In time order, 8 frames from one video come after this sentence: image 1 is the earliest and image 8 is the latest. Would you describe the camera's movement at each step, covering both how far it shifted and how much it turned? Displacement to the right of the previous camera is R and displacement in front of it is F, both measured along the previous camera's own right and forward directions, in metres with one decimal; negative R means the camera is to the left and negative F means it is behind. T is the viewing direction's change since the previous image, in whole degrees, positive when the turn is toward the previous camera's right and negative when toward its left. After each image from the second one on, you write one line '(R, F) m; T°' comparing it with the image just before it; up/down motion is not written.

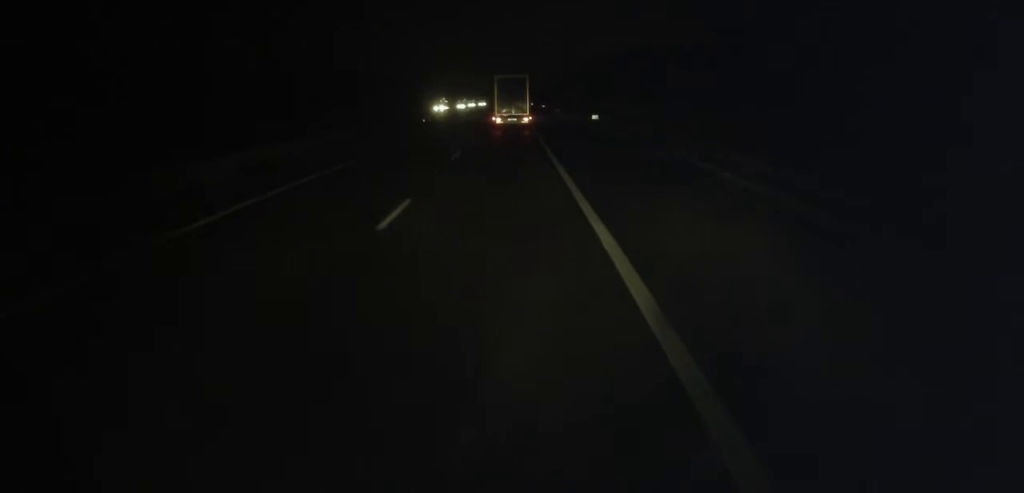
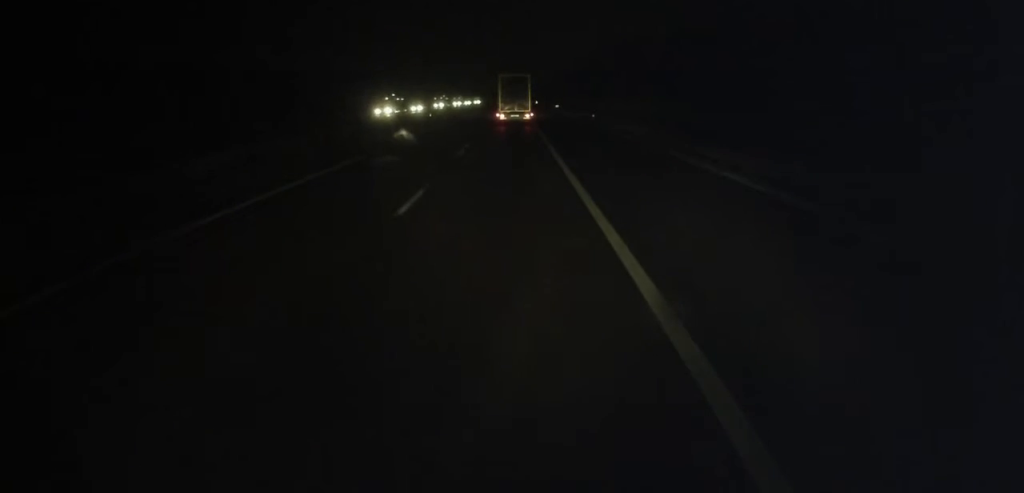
(0.0, +47.0) m; 0°
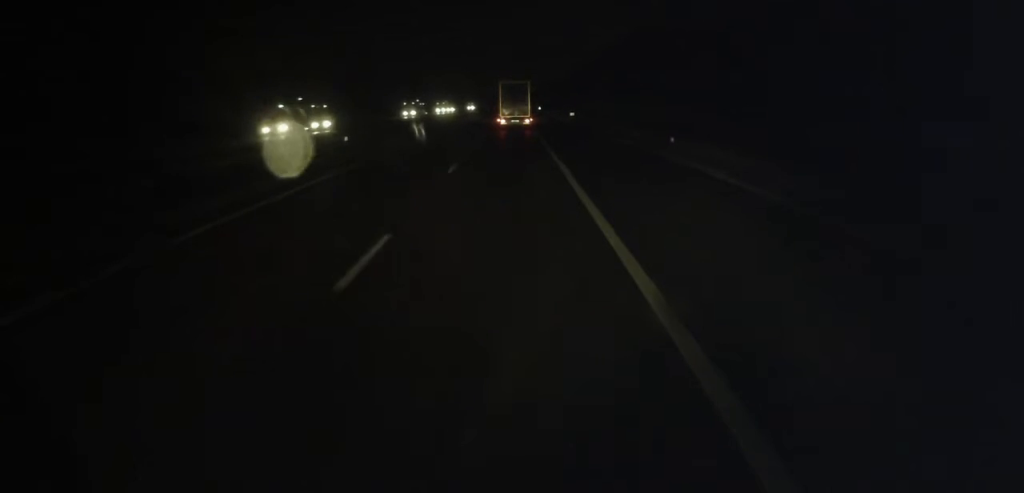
(-0.3, +28.6) m; -1°
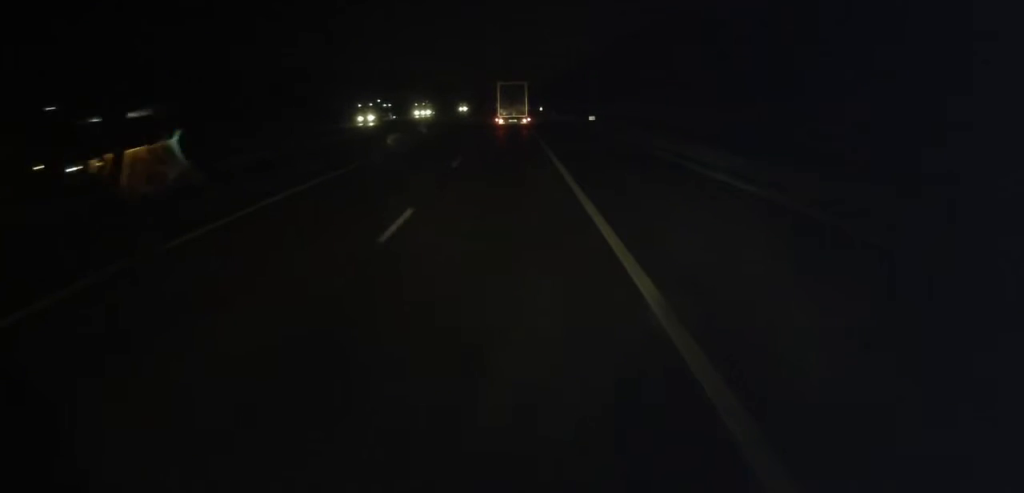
(+0.1, +21.5) m; +1°
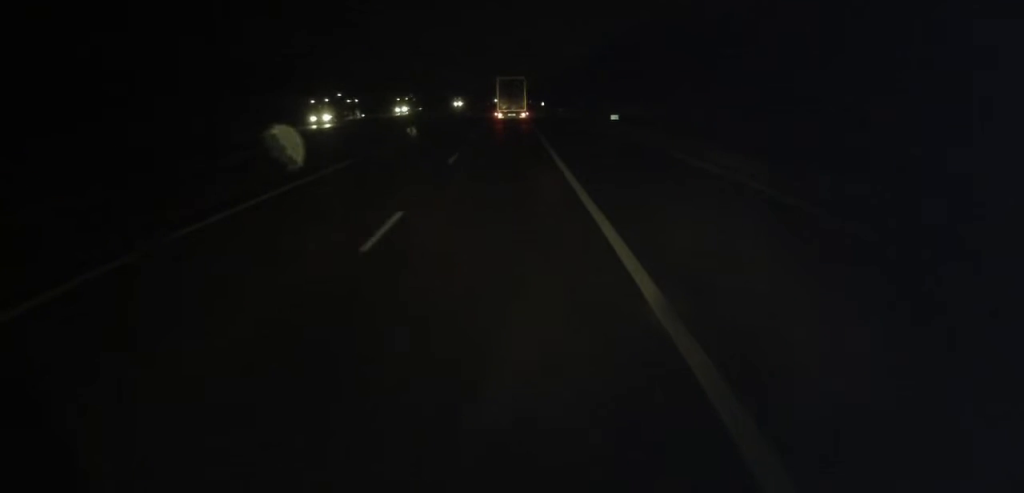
(+0.1, +13.1) m; 0°
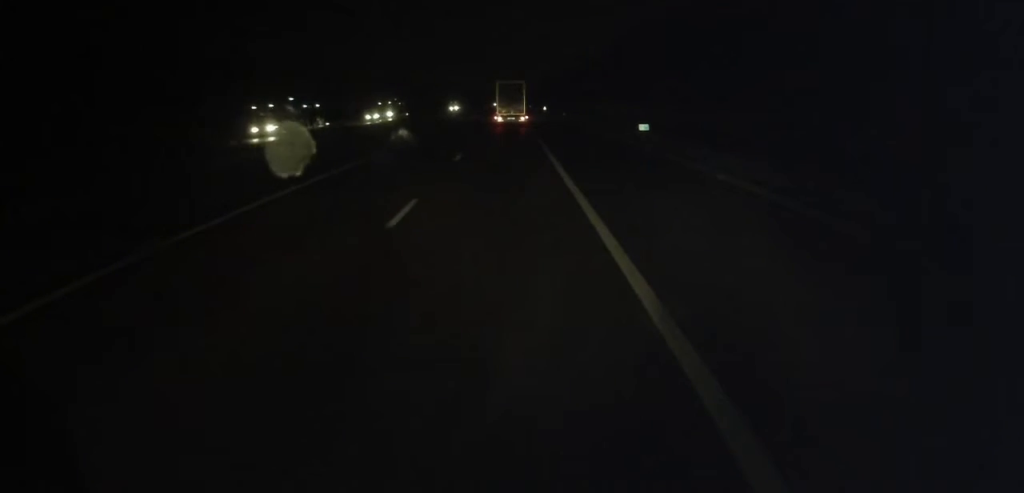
(0.0, +10.0) m; 0°
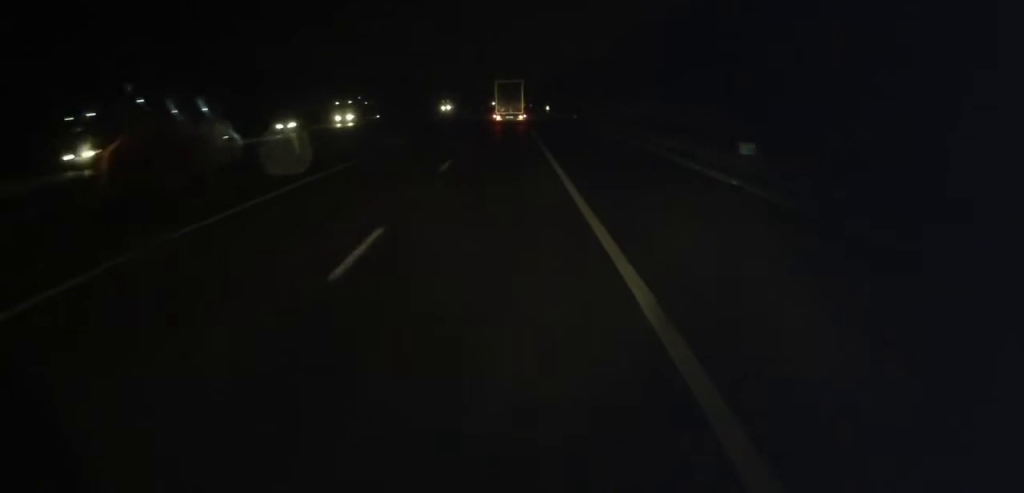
(0.0, +15.5) m; 0°
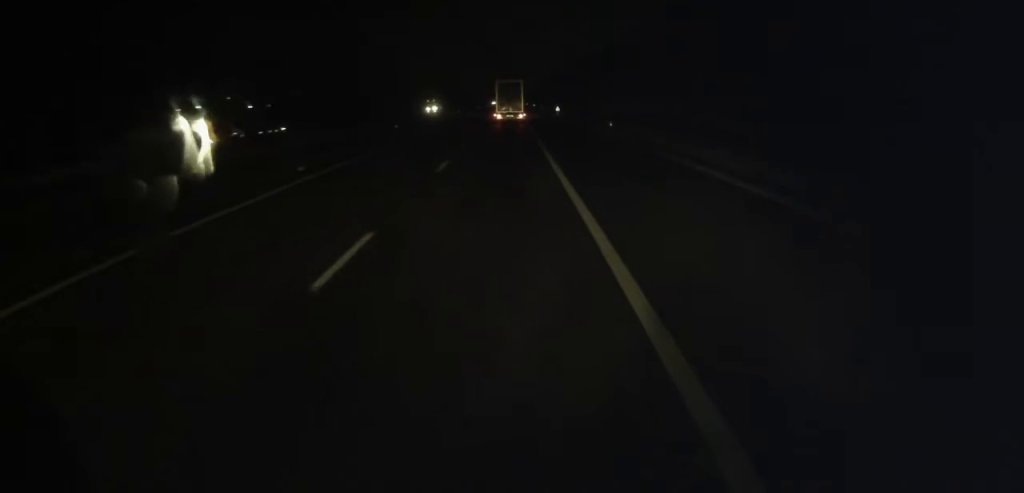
(-0.1, +24.9) m; 0°
